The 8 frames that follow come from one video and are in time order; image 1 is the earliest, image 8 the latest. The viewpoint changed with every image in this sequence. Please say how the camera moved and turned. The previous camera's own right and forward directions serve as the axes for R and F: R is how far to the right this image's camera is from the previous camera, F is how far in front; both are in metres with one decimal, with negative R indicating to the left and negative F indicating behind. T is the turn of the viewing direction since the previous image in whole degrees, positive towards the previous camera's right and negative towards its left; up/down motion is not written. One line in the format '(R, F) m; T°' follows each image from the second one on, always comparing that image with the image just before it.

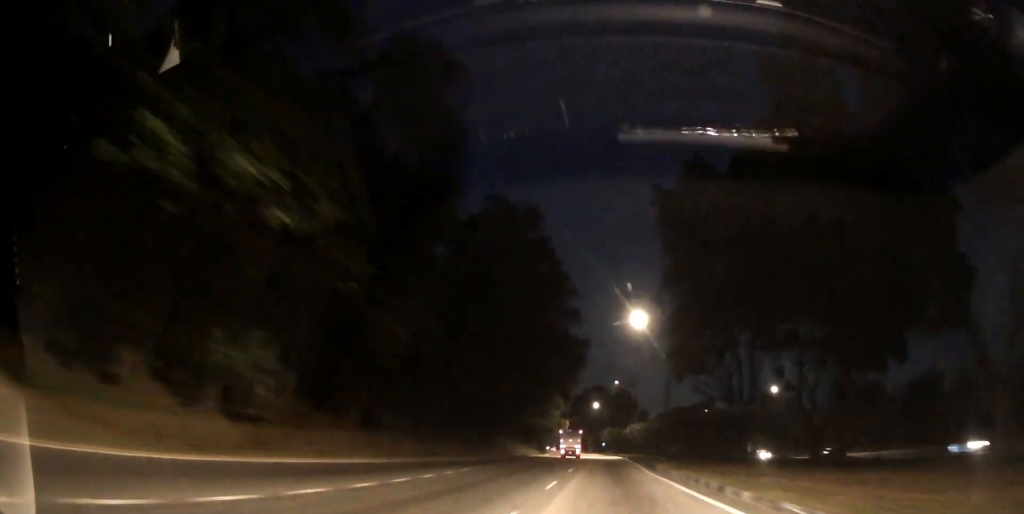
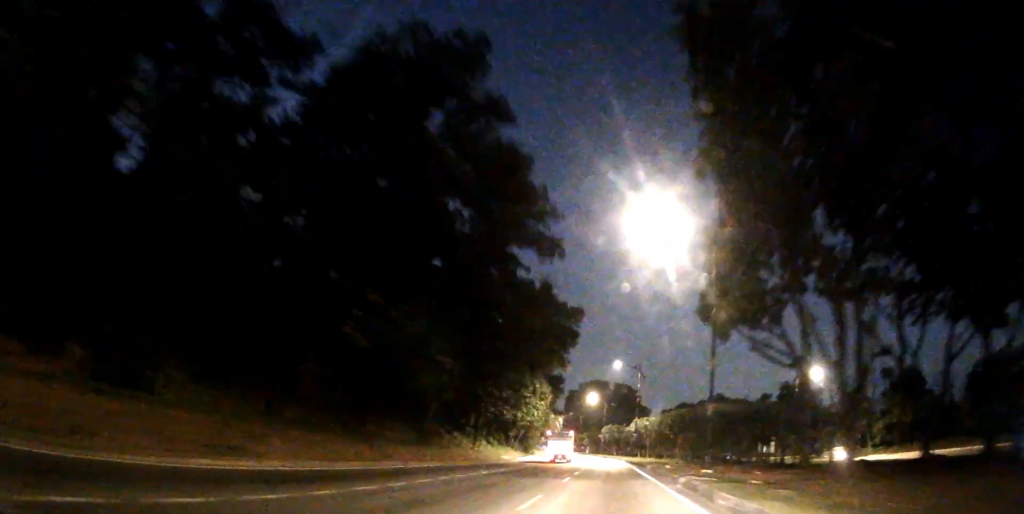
(-0.8, +22.4) m; -2°
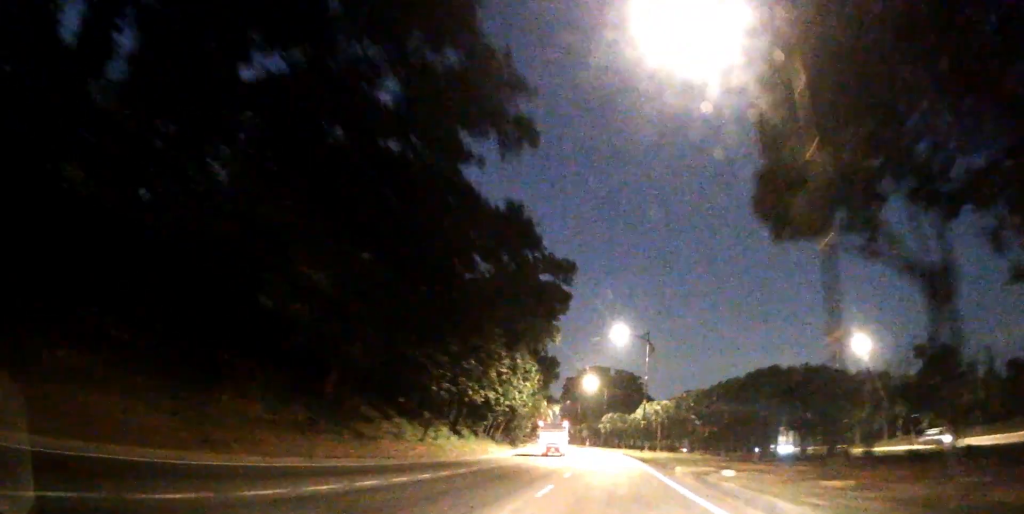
(0.0, +15.0) m; 0°
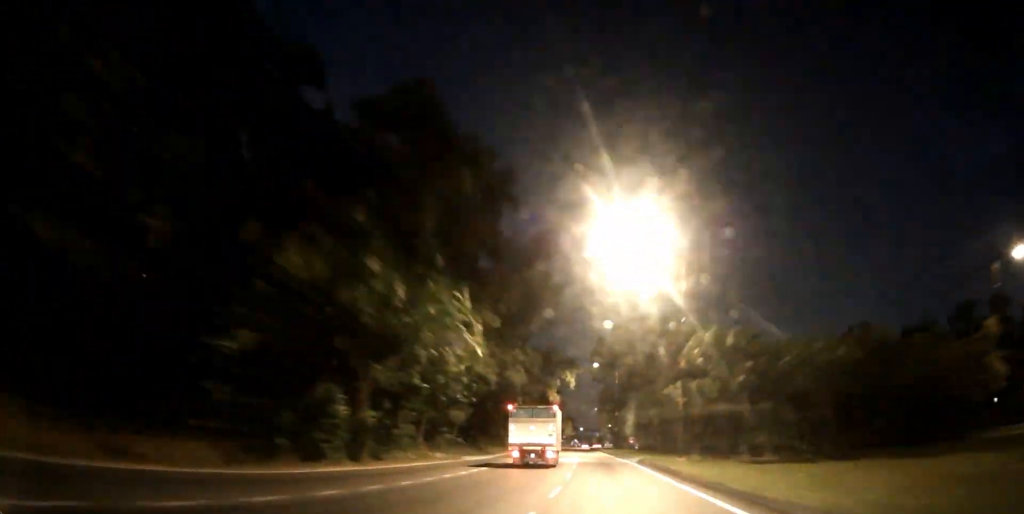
(-1.7, +74.3) m; -5°
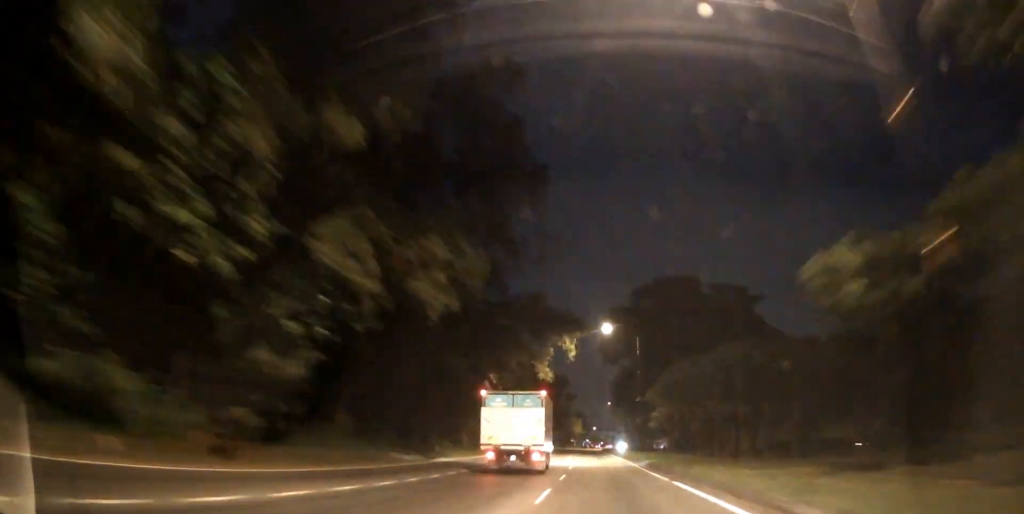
(-0.6, +23.2) m; -2°
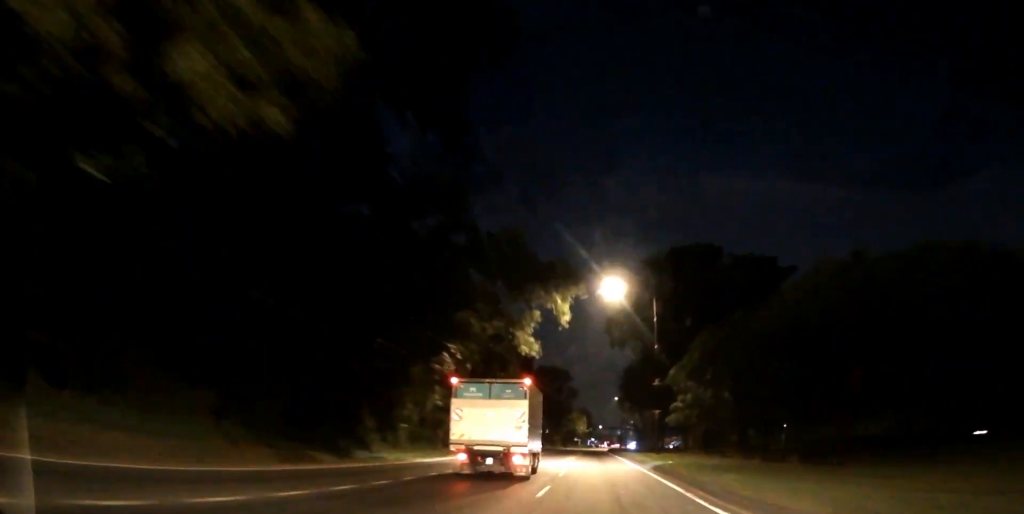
(-0.1, +14.0) m; -1°
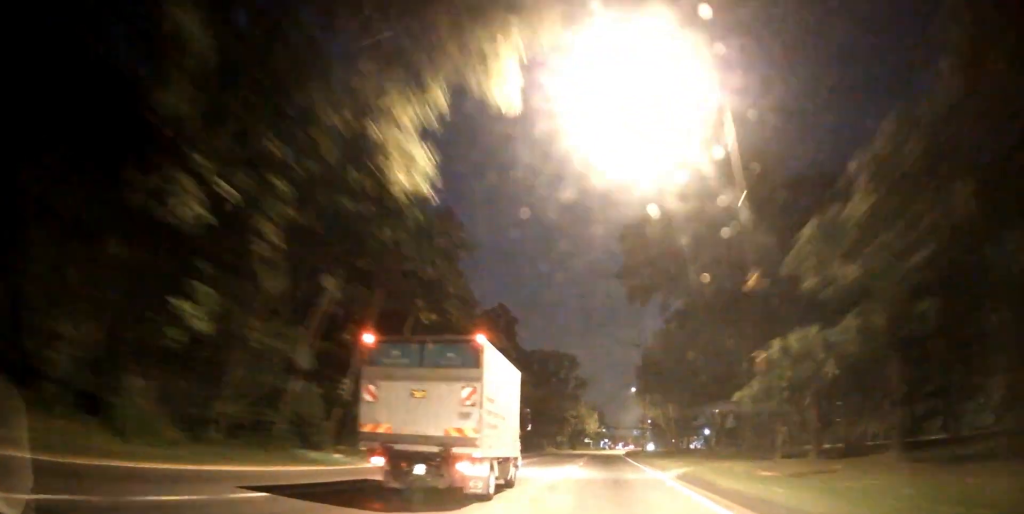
(-0.2, +24.5) m; 0°
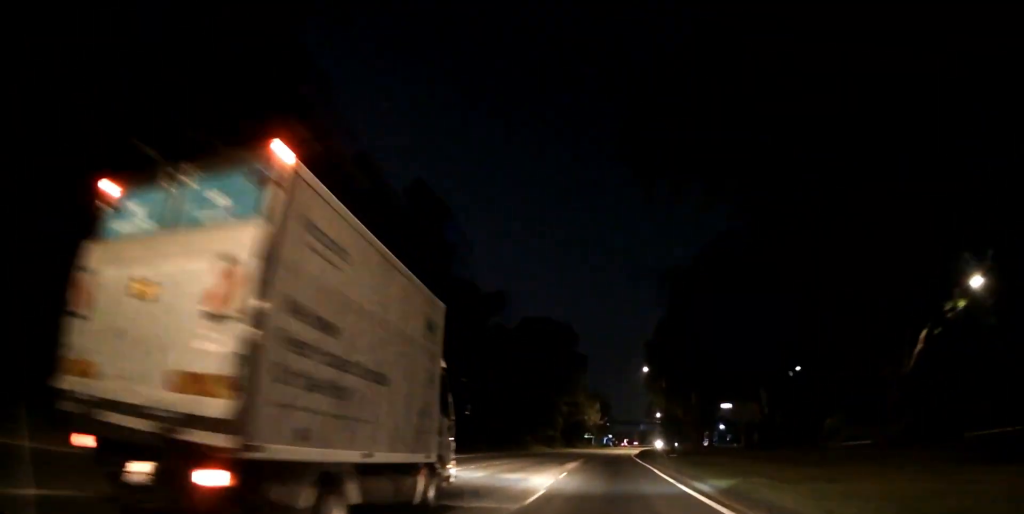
(0.0, +25.2) m; 0°
